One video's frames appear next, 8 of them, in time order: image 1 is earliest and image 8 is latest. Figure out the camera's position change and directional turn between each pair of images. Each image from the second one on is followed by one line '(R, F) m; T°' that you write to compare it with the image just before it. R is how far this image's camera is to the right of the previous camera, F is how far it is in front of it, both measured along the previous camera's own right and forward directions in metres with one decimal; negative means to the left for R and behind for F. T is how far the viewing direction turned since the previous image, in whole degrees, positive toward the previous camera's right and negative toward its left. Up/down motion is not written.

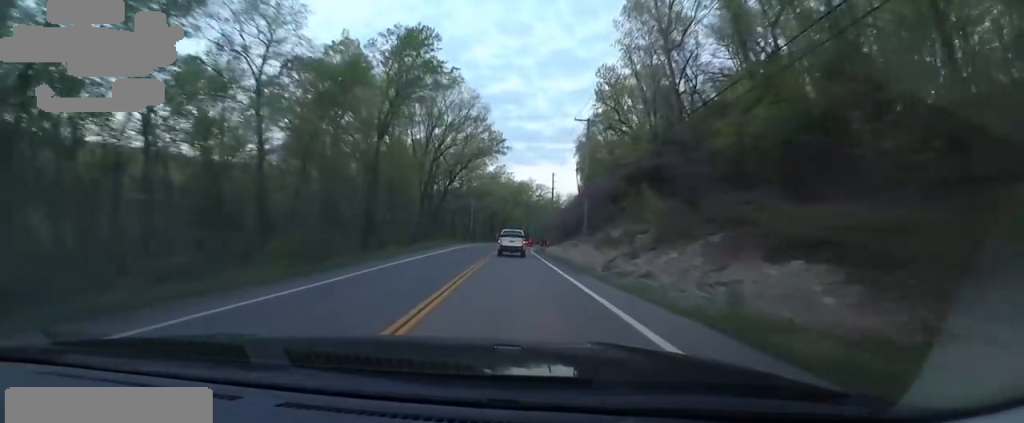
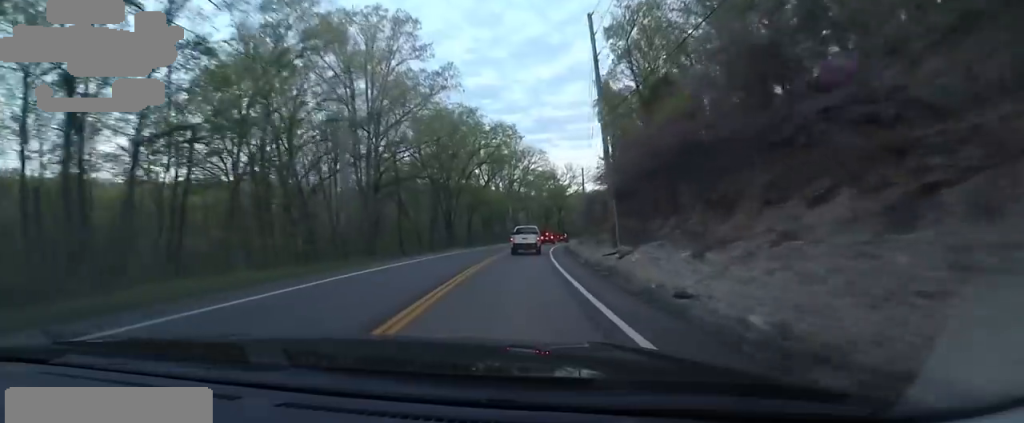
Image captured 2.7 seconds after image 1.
(-0.6, +57.2) m; +3°
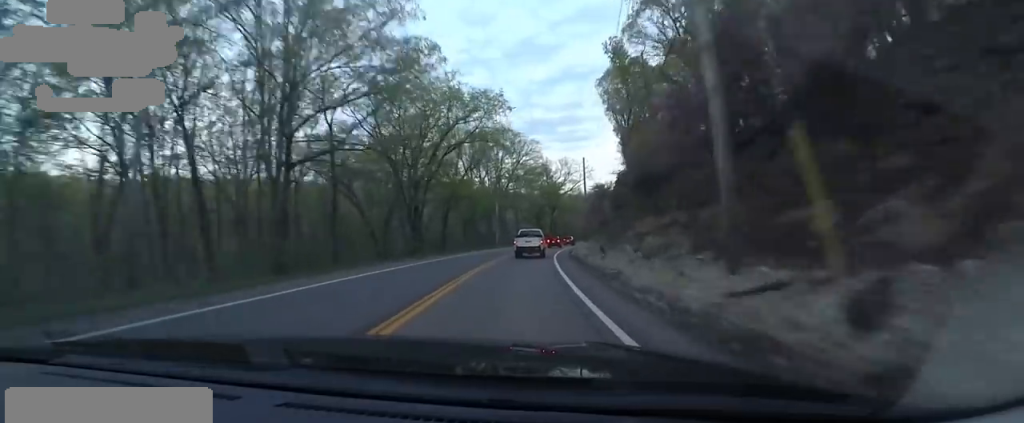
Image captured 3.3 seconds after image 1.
(+0.4, +14.2) m; +3°
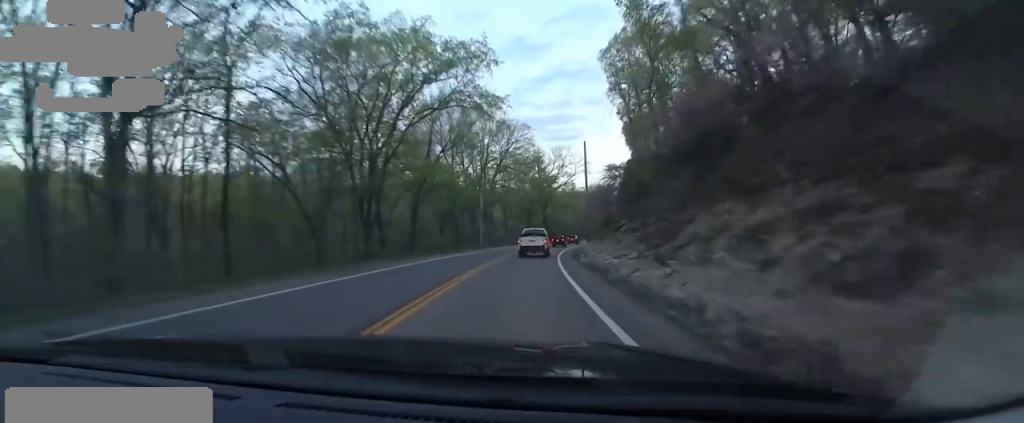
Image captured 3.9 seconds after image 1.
(0.0, +11.4) m; +2°
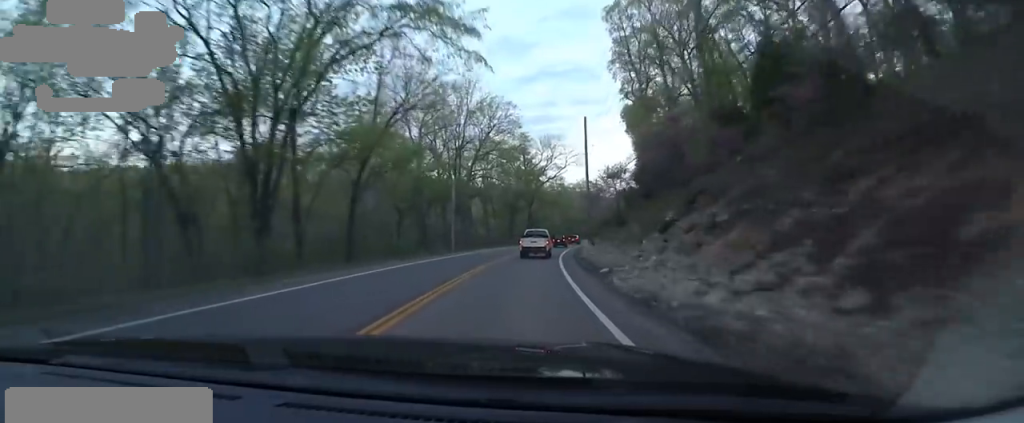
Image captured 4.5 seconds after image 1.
(+0.3, +12.8) m; +2°
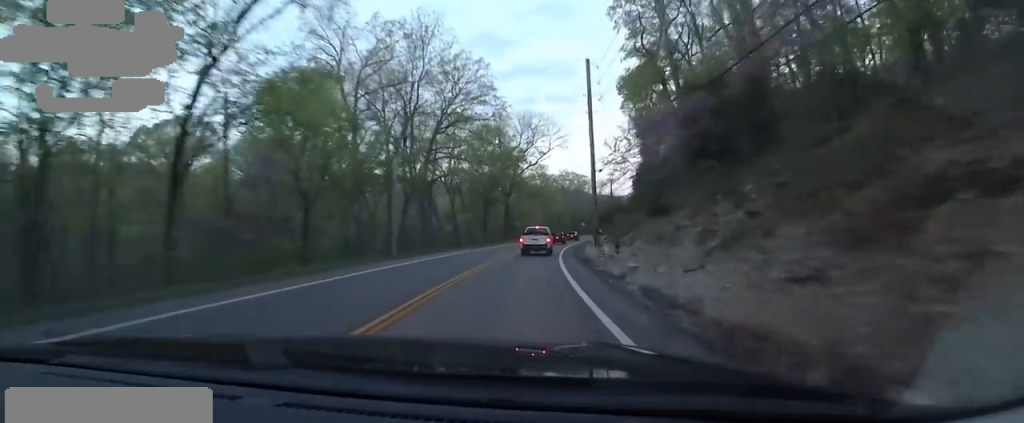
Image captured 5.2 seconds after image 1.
(+0.4, +15.6) m; +1°
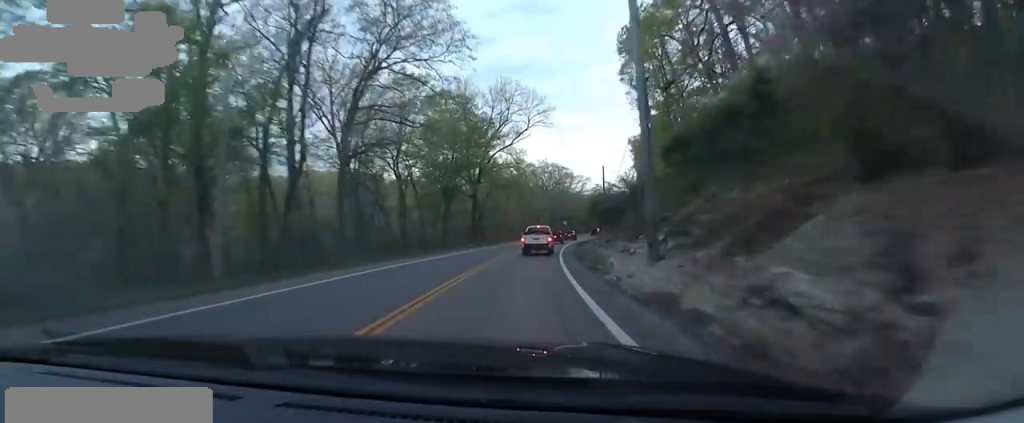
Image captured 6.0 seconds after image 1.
(0.0, +17.6) m; 0°
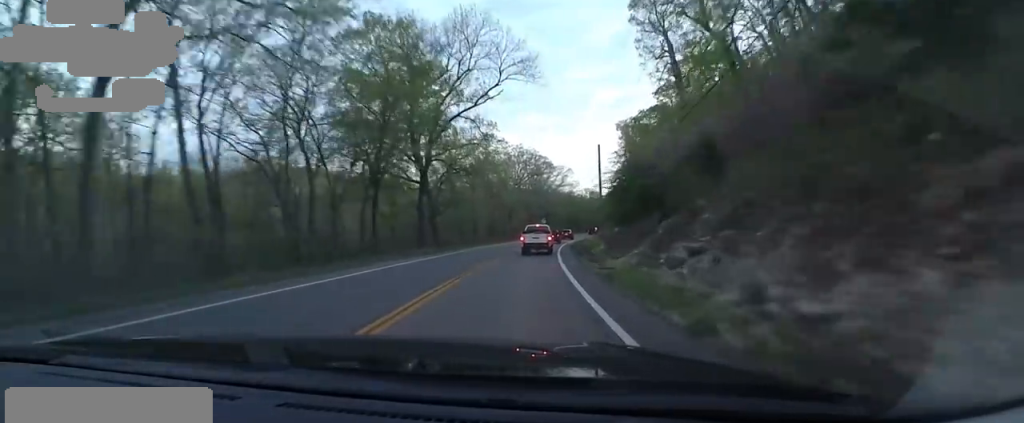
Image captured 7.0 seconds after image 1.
(0.0, +19.5) m; +2°
